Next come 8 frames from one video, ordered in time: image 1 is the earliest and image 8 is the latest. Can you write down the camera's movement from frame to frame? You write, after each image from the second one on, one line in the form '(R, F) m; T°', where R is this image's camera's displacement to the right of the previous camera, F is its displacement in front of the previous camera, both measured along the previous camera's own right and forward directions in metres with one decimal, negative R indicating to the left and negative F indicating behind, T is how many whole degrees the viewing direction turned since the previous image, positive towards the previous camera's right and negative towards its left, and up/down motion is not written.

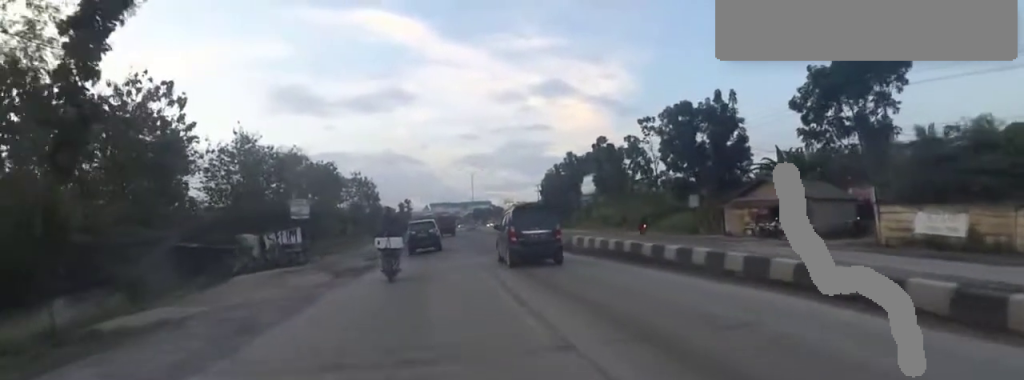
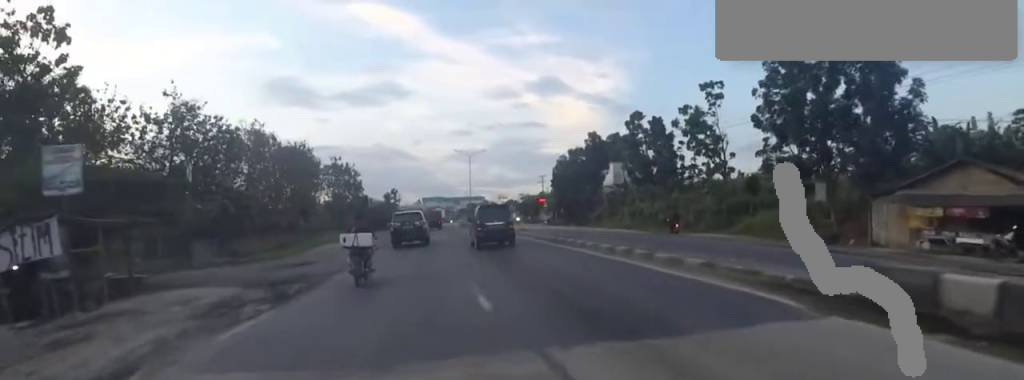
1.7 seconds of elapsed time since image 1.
(-1.9, +14.9) m; +2°
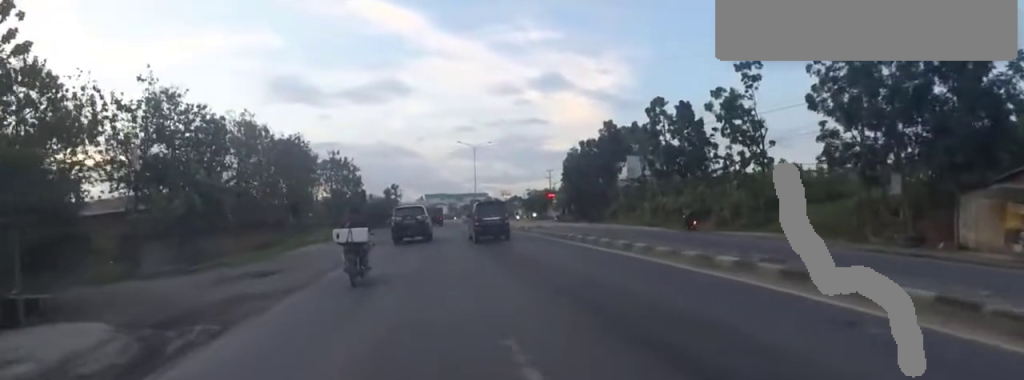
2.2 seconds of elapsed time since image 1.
(+0.5, +4.9) m; +2°
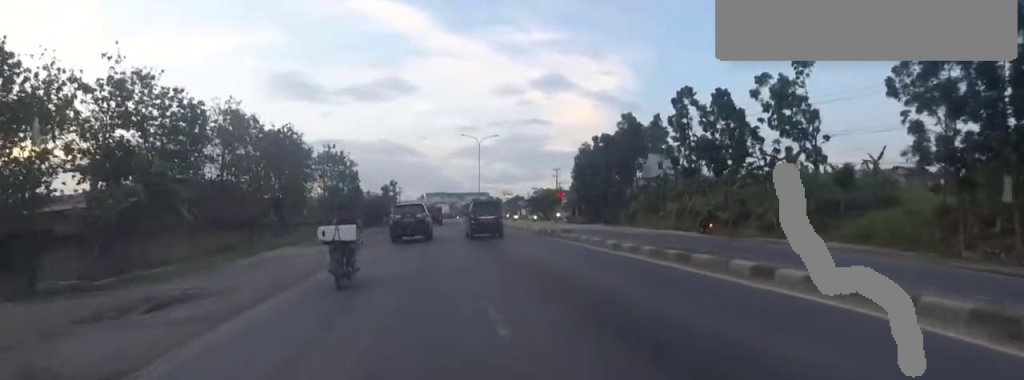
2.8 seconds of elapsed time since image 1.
(+0.9, +5.5) m; 0°
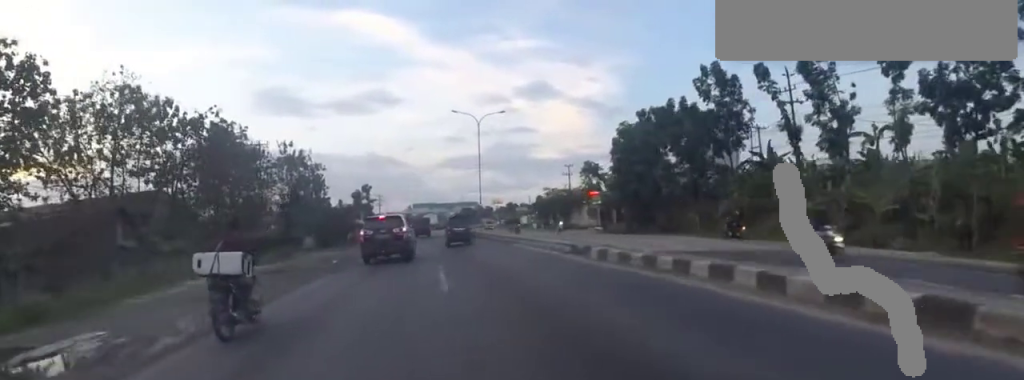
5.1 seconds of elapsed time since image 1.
(-2.6, +20.9) m; 0°
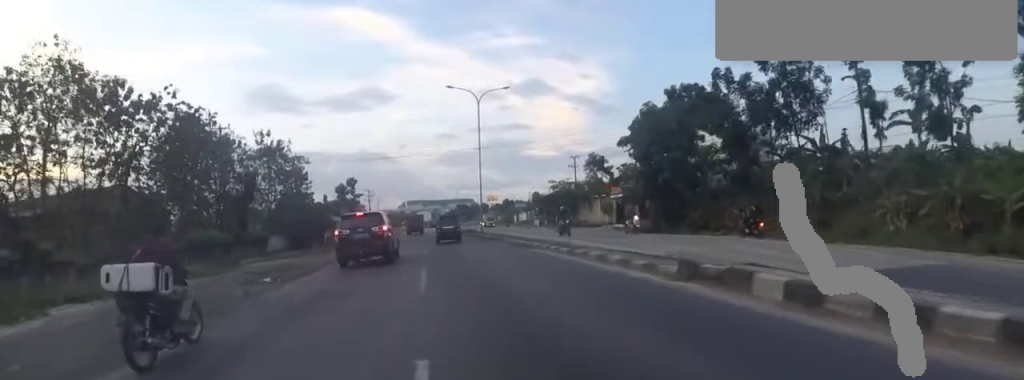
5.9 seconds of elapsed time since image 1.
(+1.1, +7.7) m; 0°
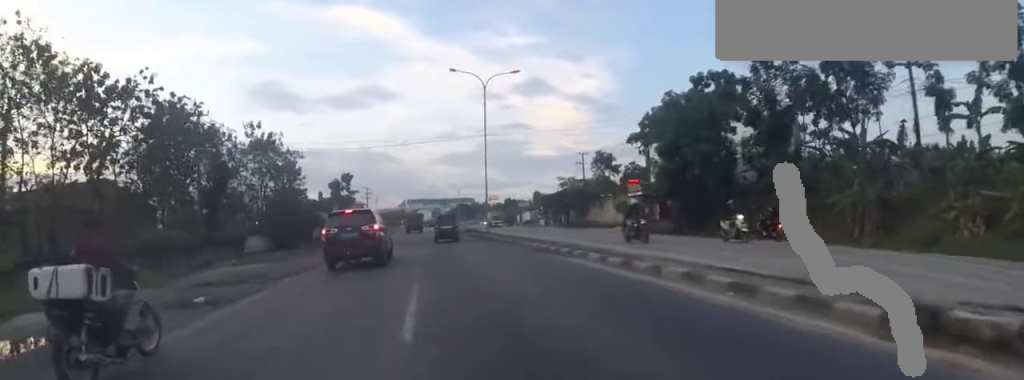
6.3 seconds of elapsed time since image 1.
(-0.6, +4.1) m; 0°
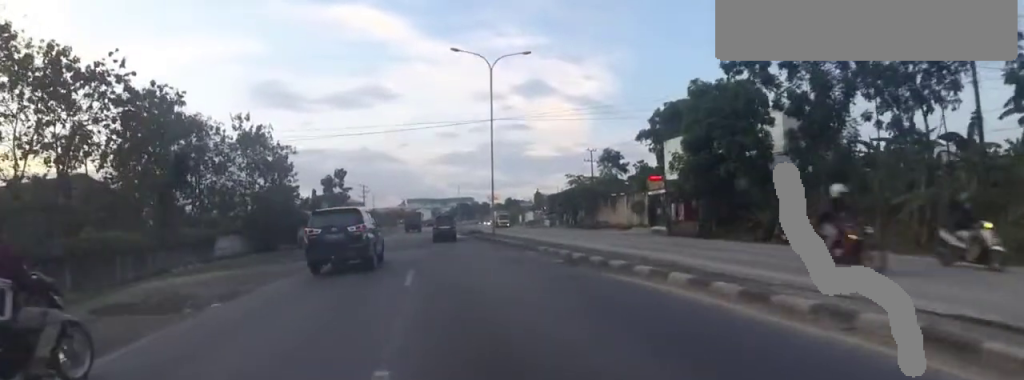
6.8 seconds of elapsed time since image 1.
(-0.6, +4.0) m; 0°
